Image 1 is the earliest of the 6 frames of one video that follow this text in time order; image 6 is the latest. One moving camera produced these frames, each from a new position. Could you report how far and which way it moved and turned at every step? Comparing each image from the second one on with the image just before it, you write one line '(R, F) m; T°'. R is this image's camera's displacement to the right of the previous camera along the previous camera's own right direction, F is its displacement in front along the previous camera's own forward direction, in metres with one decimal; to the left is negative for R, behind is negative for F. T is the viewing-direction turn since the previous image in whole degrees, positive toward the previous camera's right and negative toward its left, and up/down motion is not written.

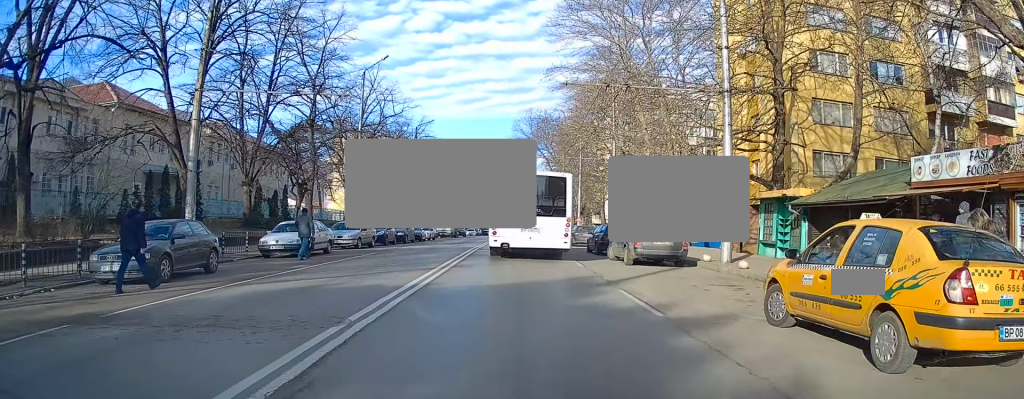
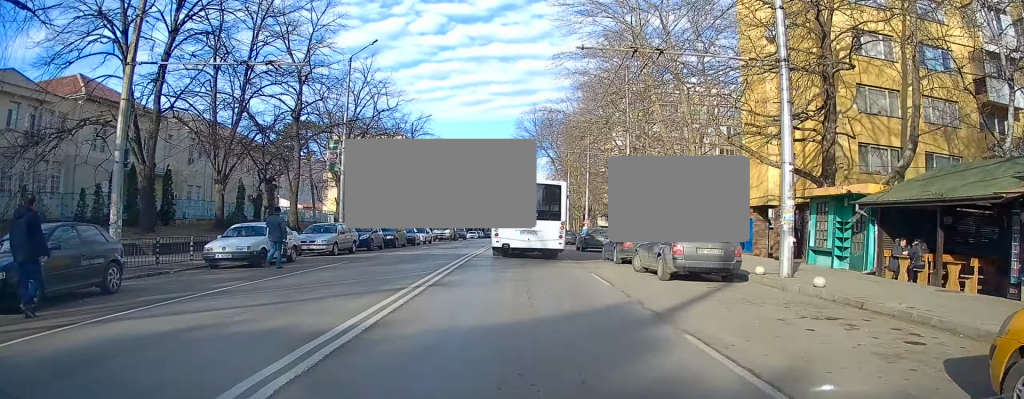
(-0.1, +3.9) m; -3°
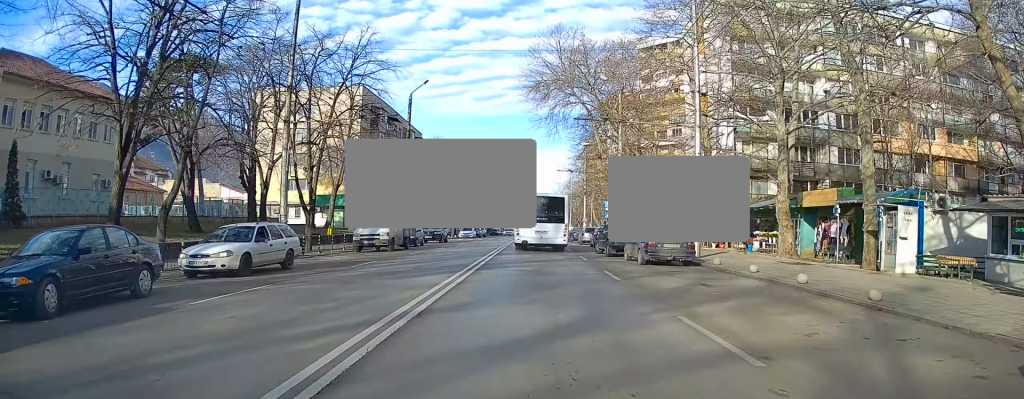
(-0.7, +30.9) m; -2°
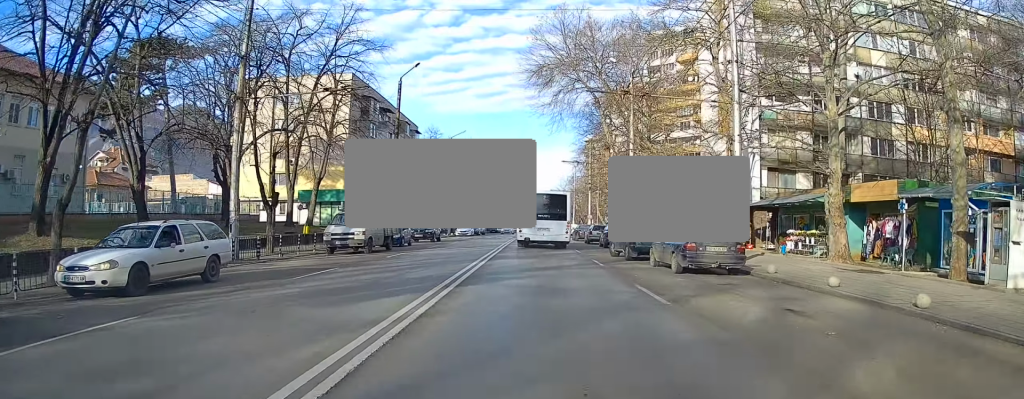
(0.0, +4.3) m; +1°
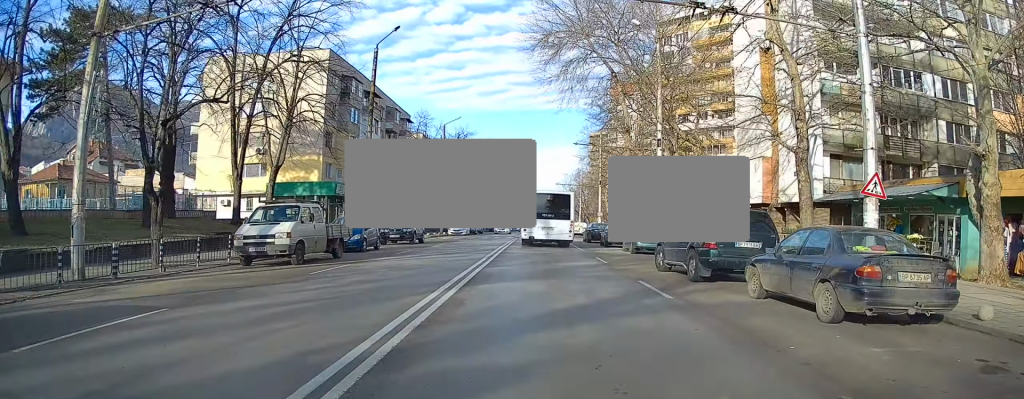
(+0.1, +7.9) m; 0°
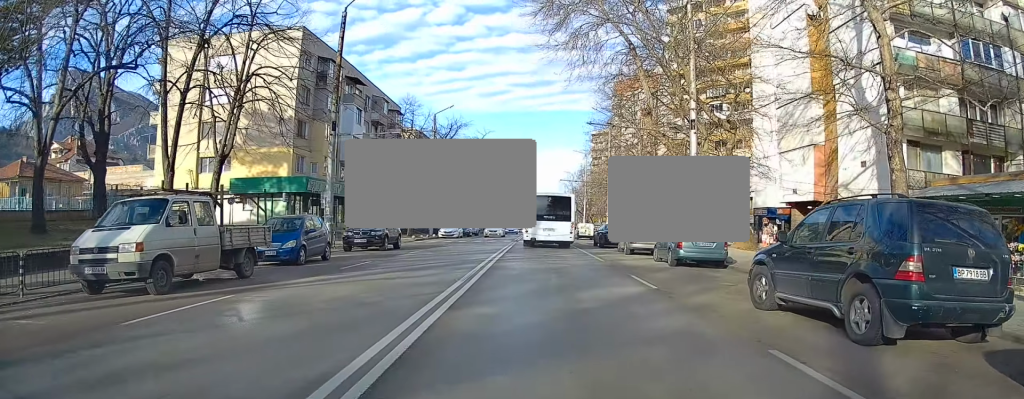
(+0.1, +7.0) m; -1°
